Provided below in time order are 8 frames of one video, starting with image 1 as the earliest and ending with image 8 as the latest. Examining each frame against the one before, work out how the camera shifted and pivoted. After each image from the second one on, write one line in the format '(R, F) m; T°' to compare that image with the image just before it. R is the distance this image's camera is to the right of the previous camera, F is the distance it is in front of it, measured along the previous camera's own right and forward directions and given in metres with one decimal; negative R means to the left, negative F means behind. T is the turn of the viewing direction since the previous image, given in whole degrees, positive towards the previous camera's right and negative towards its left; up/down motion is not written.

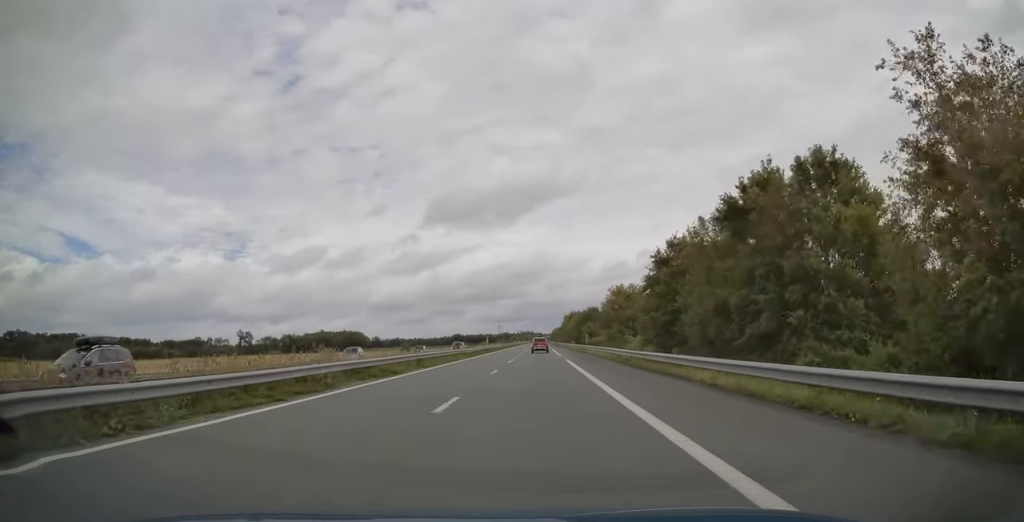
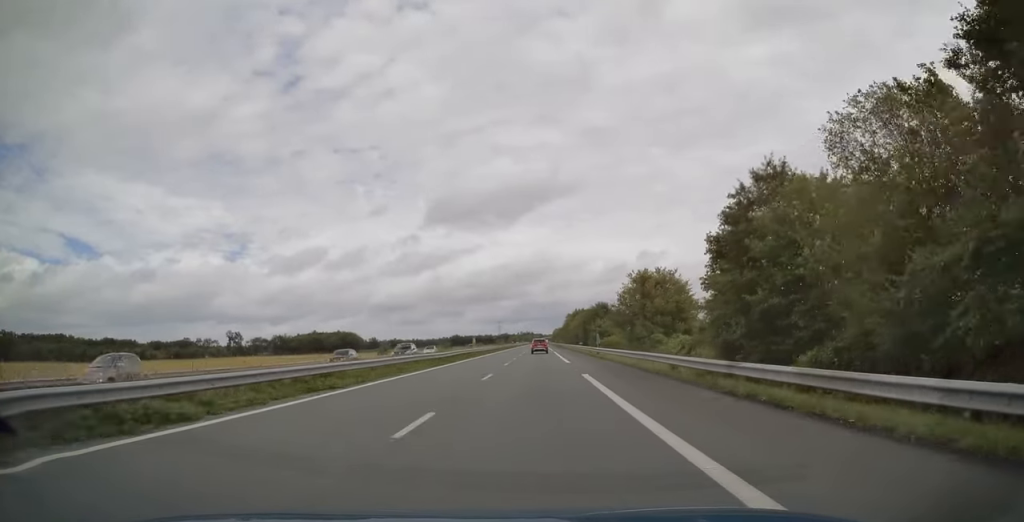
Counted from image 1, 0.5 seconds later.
(+0.1, +16.0) m; 0°
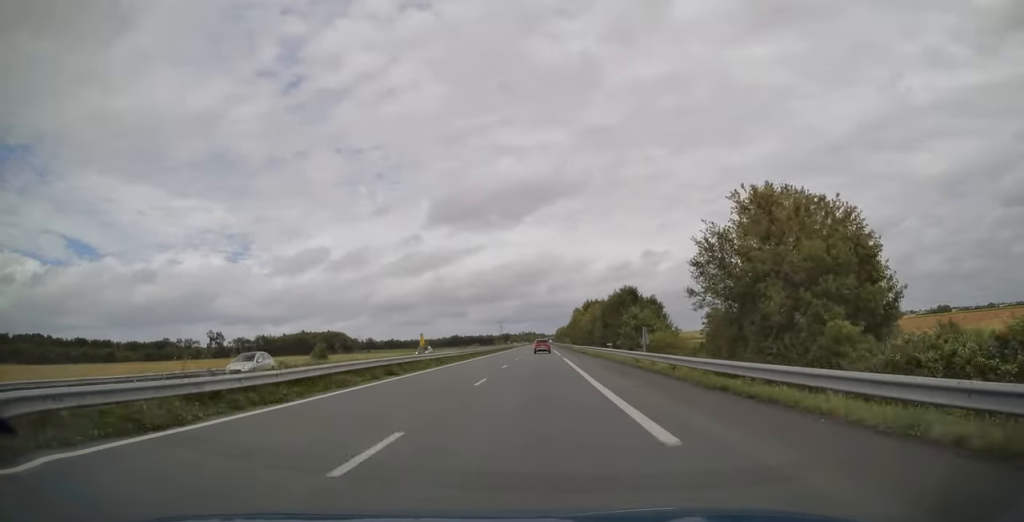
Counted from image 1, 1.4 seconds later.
(-0.1, +28.4) m; 0°
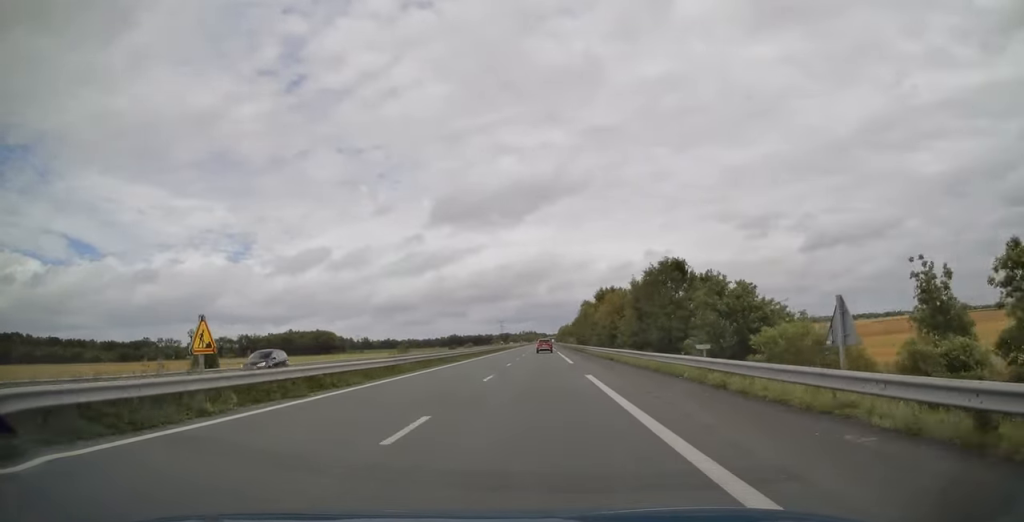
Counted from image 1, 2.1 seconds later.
(-0.1, +24.1) m; 0°
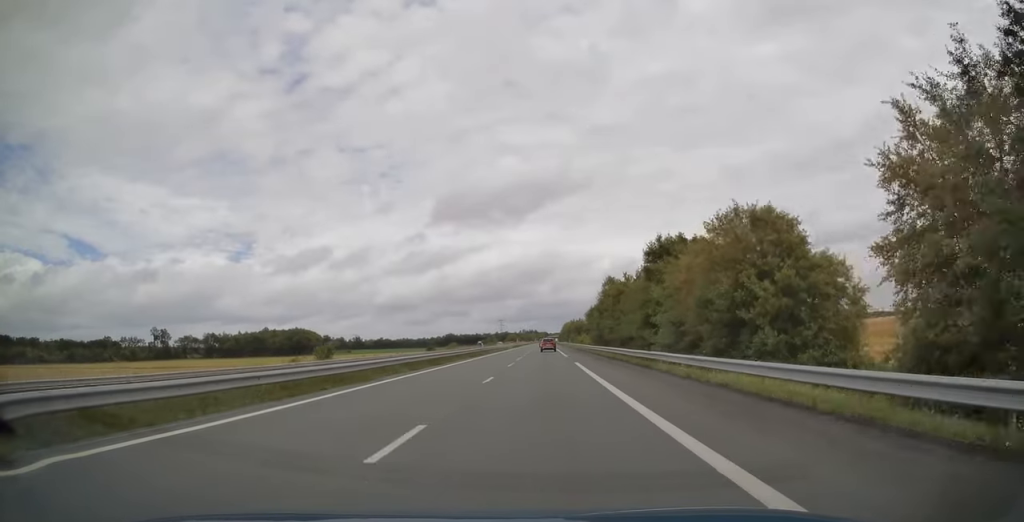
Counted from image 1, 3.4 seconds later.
(-0.1, +40.2) m; 0°
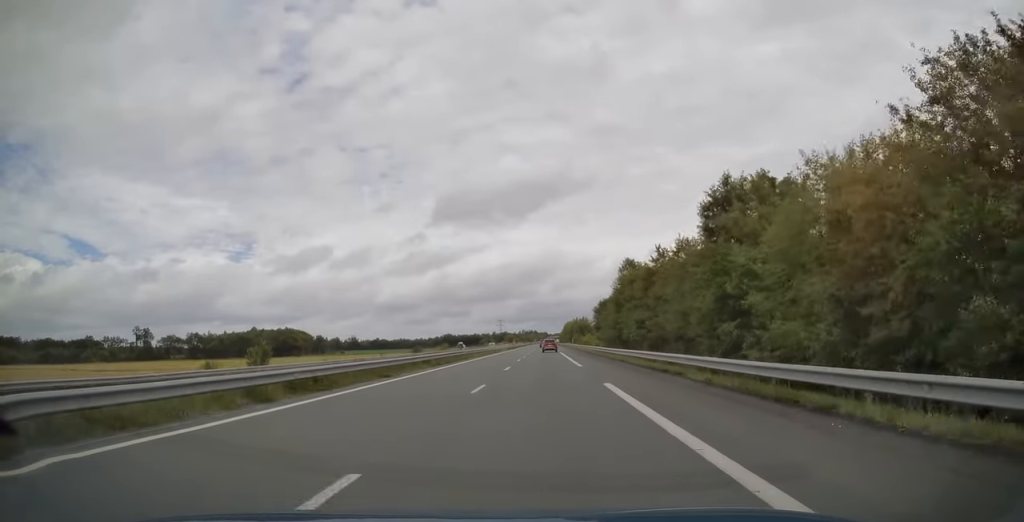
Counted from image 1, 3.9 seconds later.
(0.0, +16.7) m; 0°
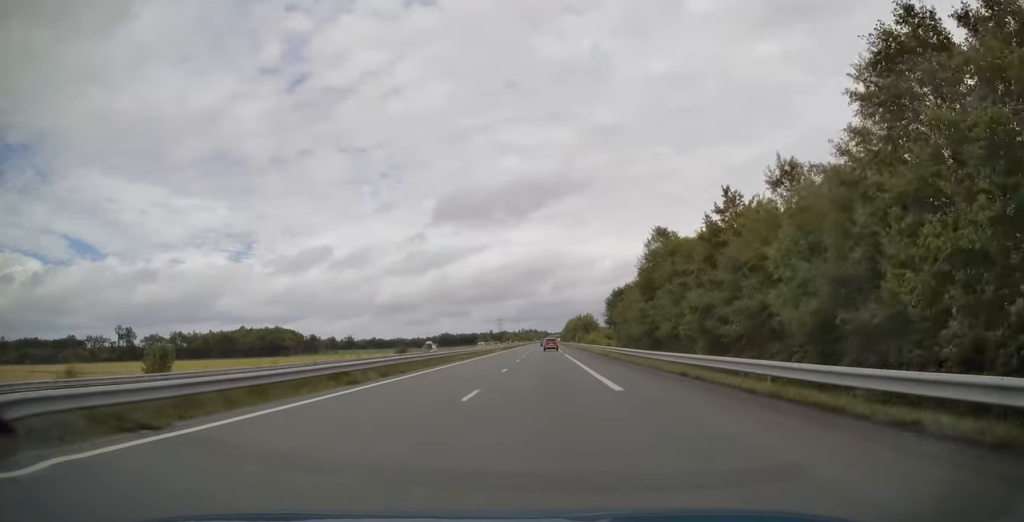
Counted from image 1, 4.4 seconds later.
(0.0, +15.6) m; 0°
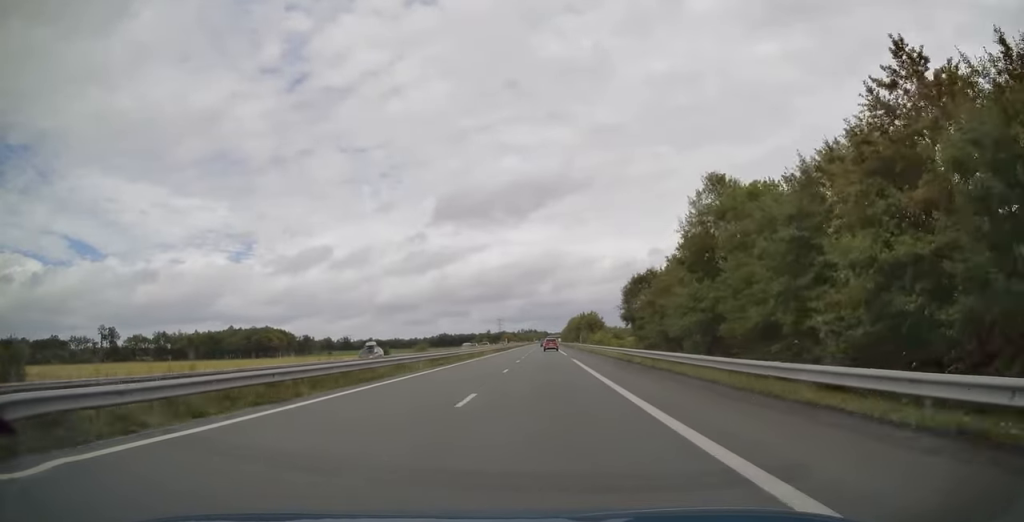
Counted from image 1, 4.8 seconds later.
(0.0, +14.0) m; 0°
